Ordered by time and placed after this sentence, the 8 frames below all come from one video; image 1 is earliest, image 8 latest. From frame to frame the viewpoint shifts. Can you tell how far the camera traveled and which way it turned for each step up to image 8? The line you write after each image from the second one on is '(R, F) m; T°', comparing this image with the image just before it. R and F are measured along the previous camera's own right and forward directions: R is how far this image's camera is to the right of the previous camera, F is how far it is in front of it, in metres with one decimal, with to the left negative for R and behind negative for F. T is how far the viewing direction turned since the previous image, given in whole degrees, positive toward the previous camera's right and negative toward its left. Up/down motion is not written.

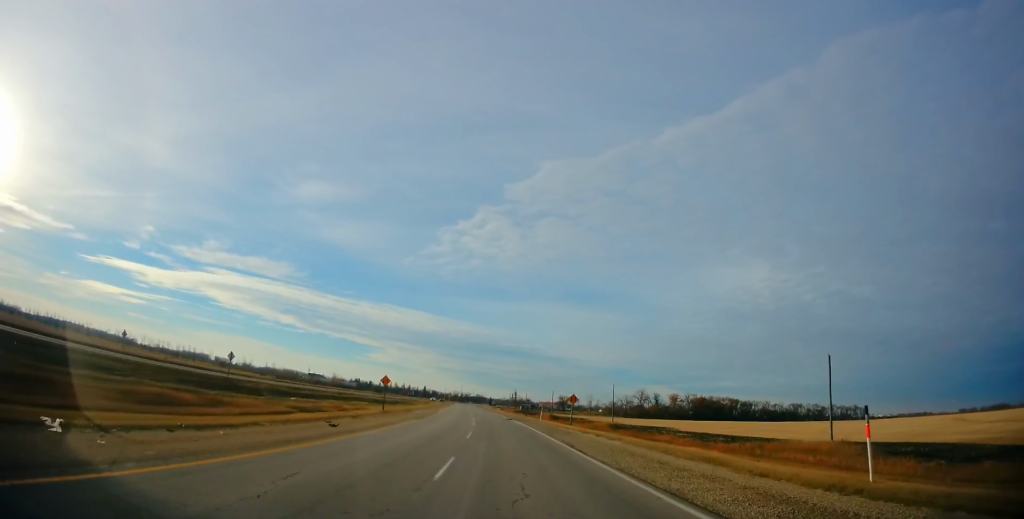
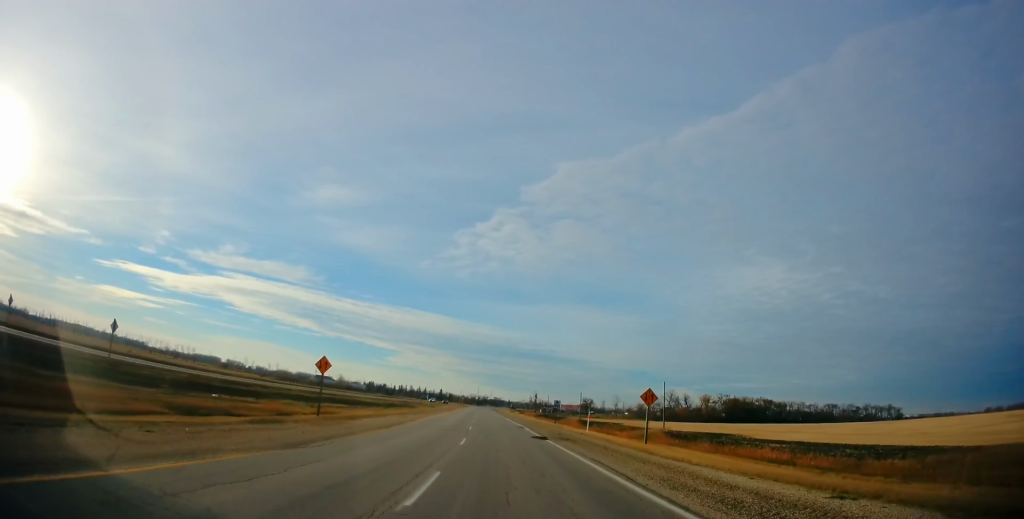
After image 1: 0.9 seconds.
(-0.4, +27.0) m; -2°
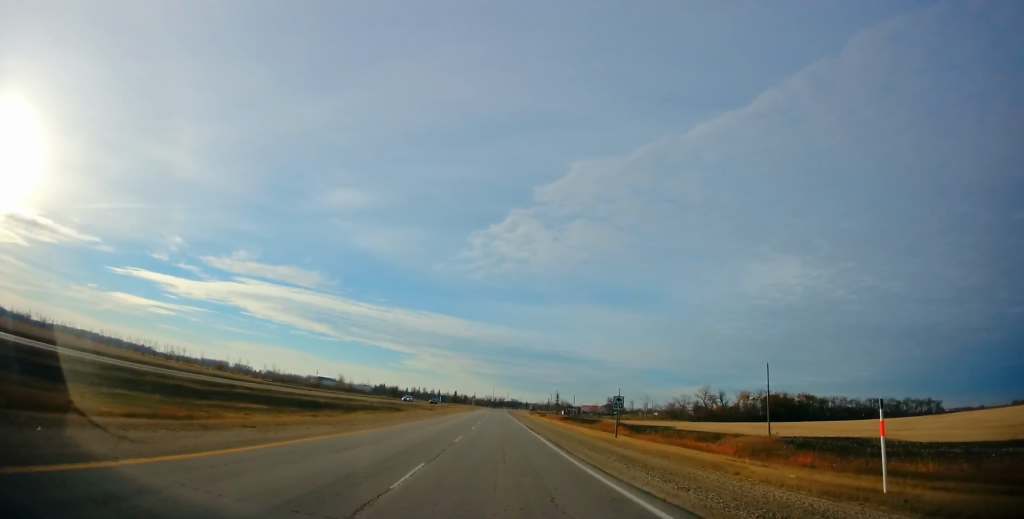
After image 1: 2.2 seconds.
(-0.6, +35.0) m; -2°
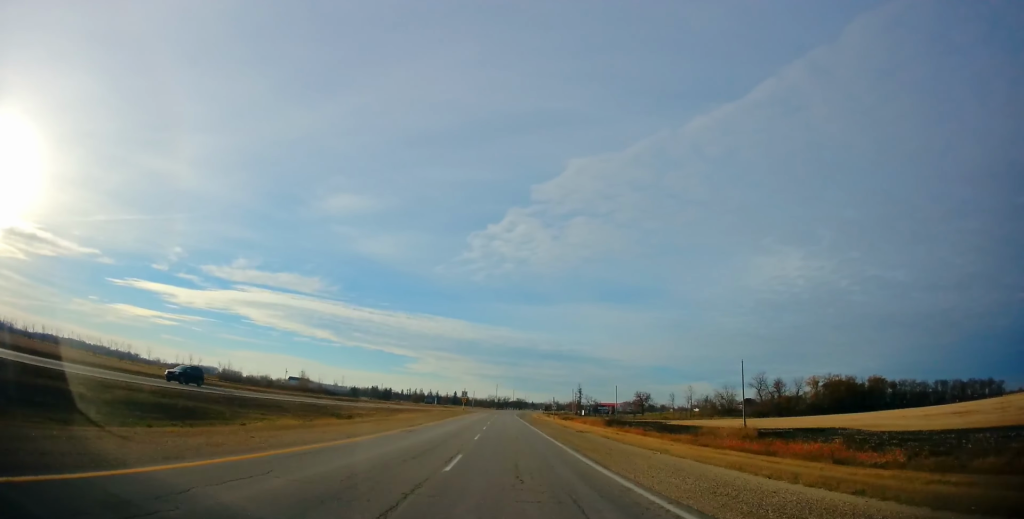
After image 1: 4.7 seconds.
(-1.8, +69.7) m; -2°
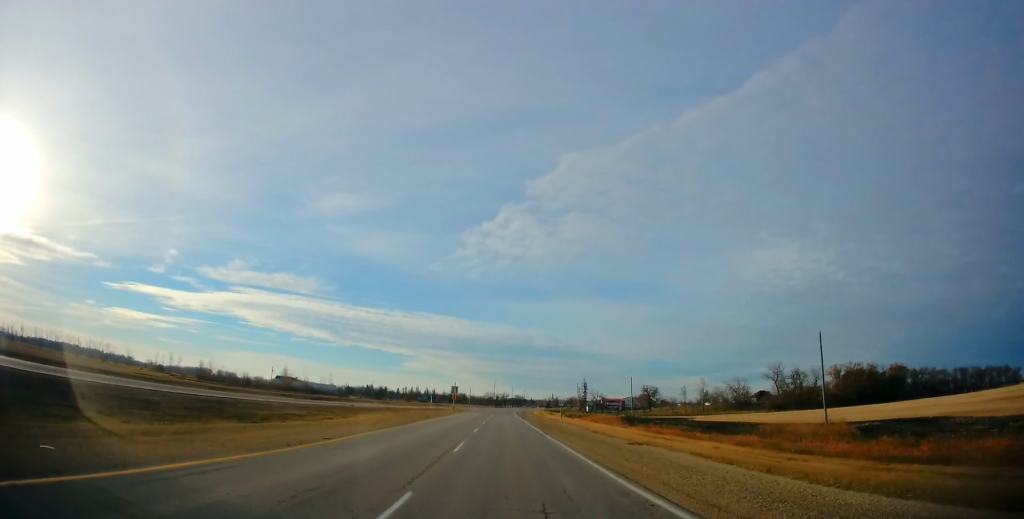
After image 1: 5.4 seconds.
(+0.2, +19.6) m; 0°
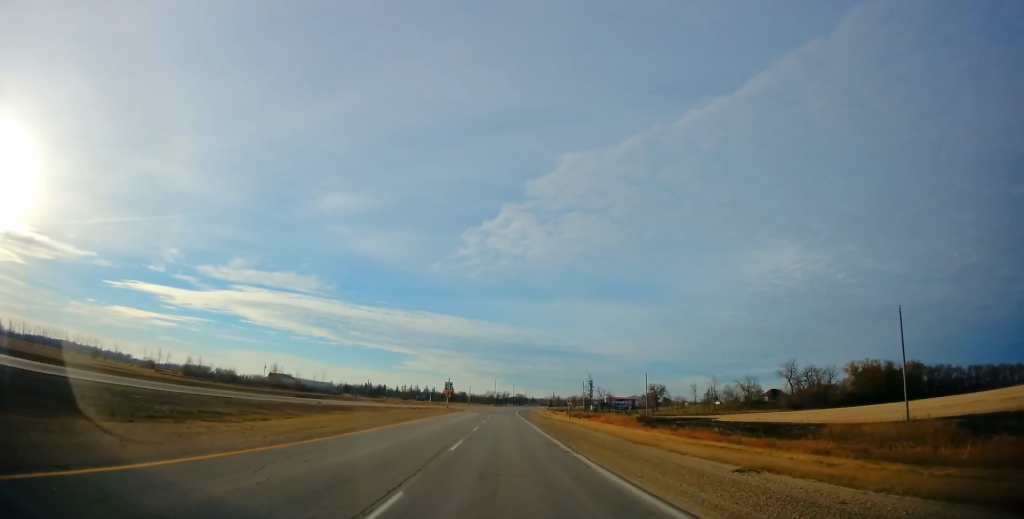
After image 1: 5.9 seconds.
(0.0, +12.2) m; 0°
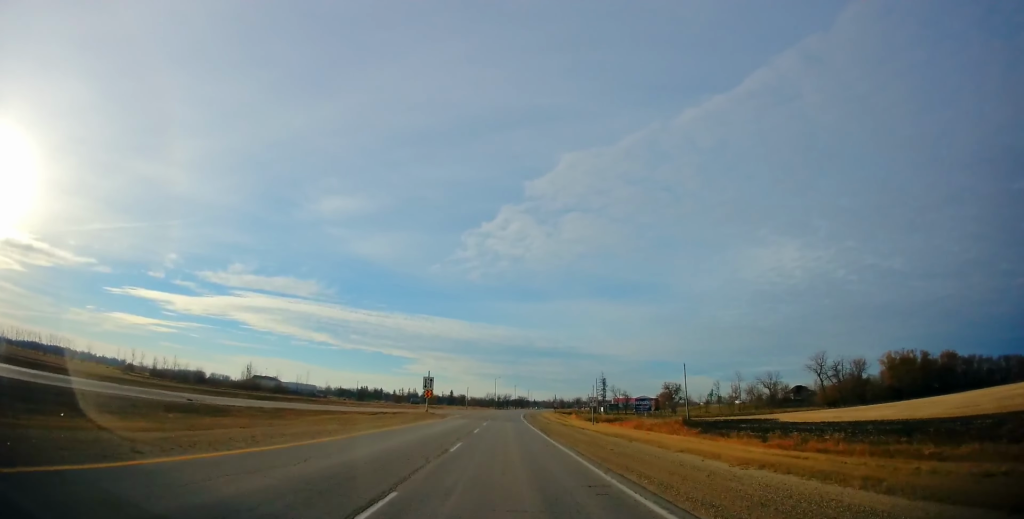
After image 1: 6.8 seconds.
(-0.1, +24.2) m; 0°
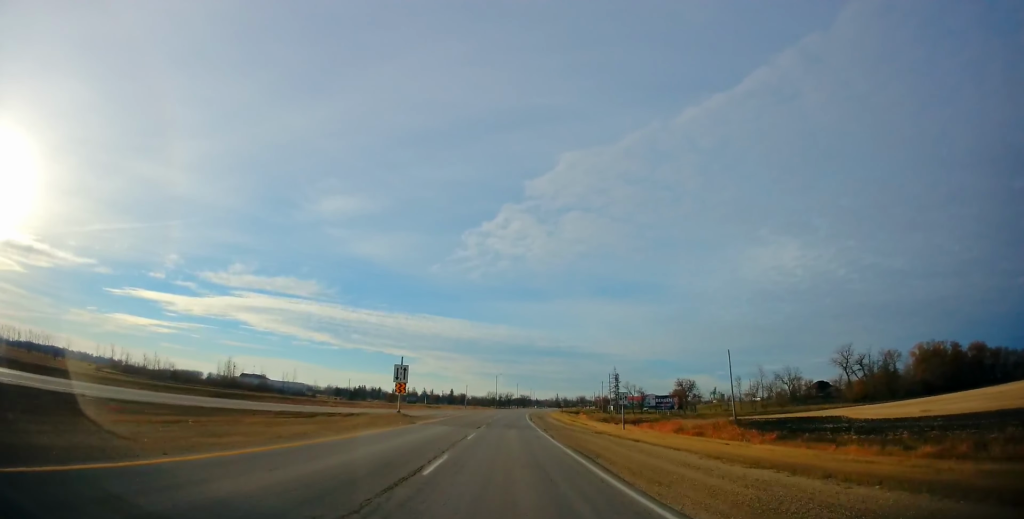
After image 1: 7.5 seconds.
(-0.1, +18.0) m; +1°
